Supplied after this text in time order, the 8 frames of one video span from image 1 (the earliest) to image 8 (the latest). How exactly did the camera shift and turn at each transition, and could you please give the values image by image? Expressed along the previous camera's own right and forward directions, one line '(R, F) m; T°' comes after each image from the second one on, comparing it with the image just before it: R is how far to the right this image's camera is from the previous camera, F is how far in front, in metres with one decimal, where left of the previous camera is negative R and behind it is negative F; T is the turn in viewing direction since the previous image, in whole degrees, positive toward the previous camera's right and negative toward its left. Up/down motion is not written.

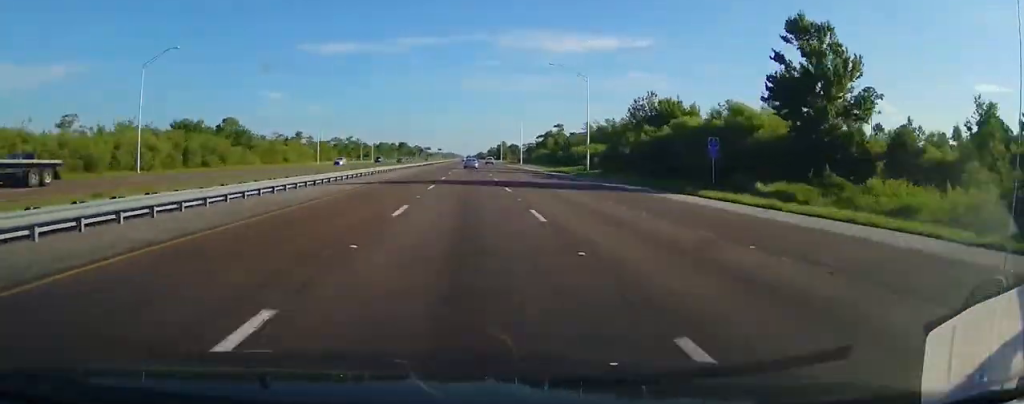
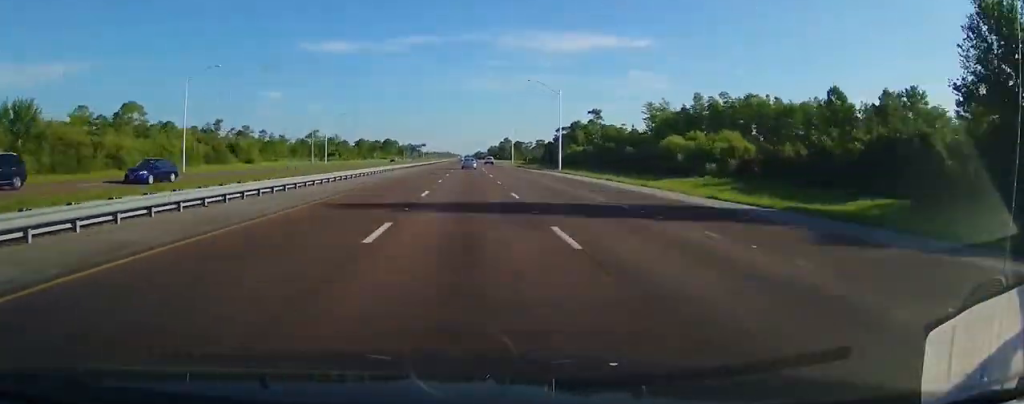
(0.0, +64.9) m; 0°
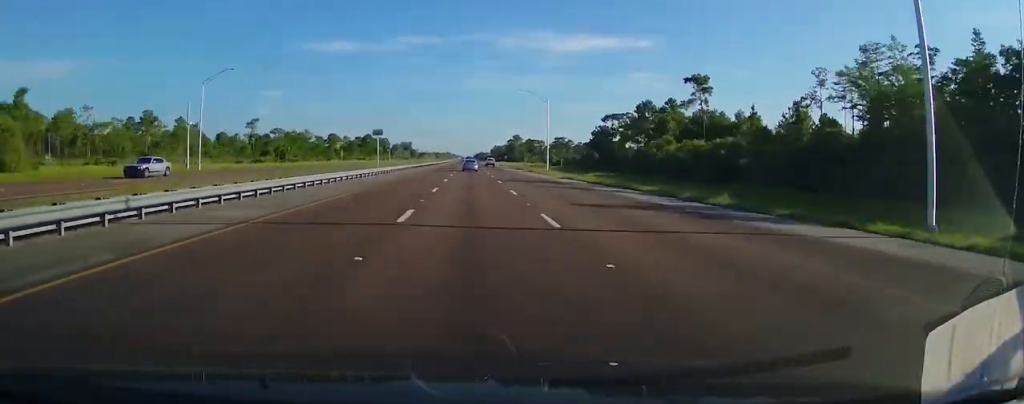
(-0.2, +69.6) m; 0°
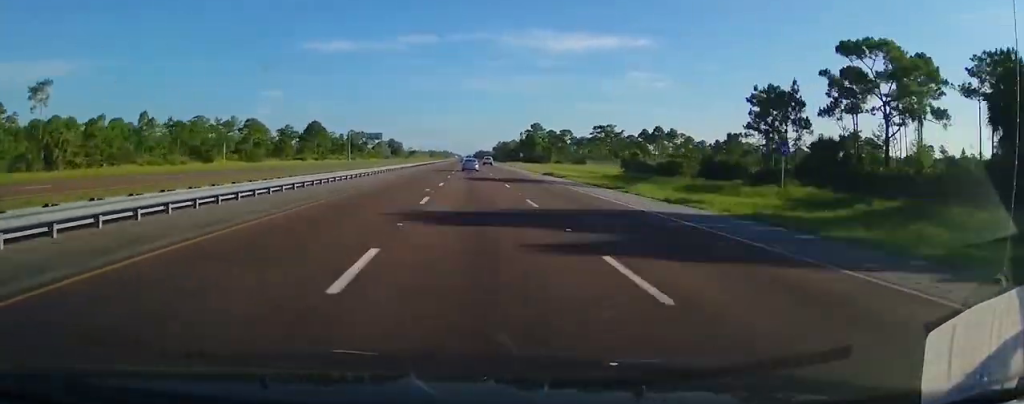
(+0.5, +92.6) m; 0°
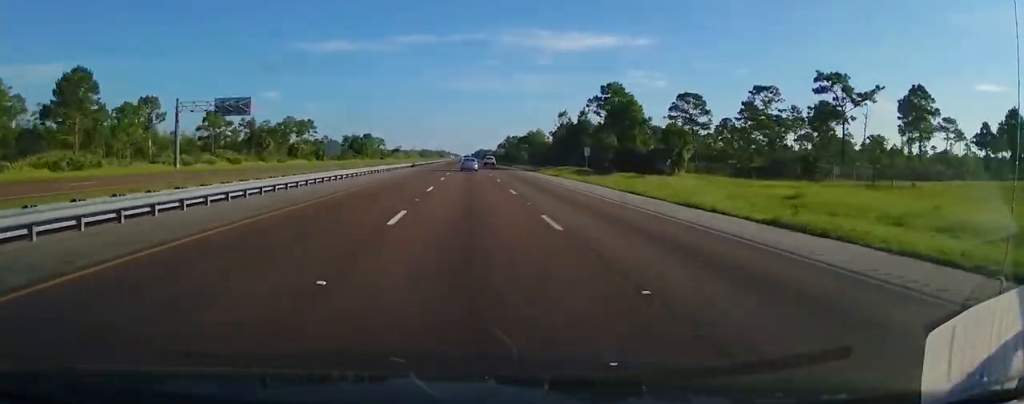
(+0.2, +116.2) m; 0°
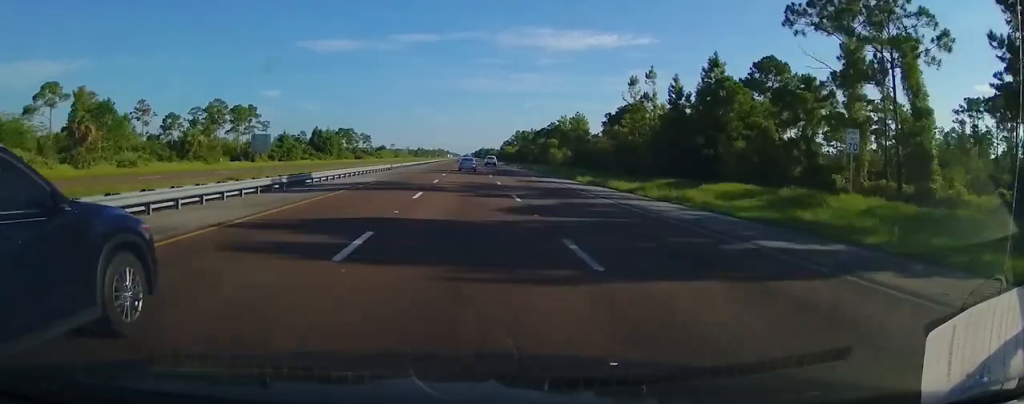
(0.0, +65.4) m; 0°
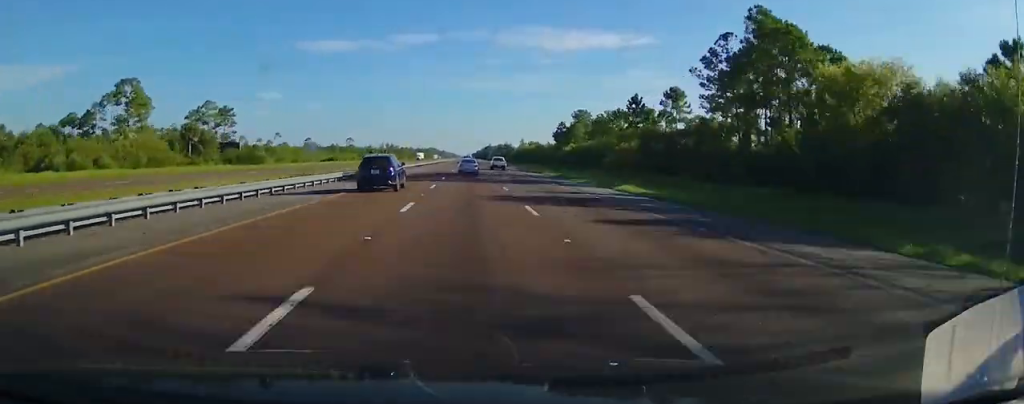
(-0.3, +233.4) m; 0°
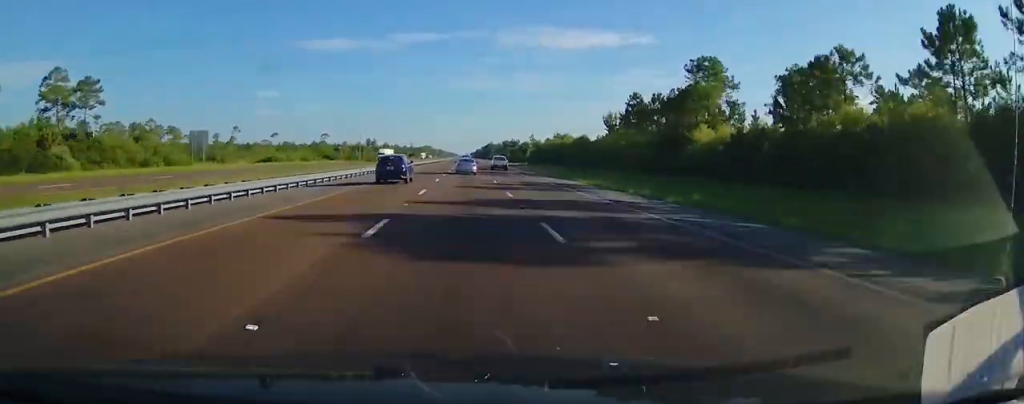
(+0.1, +65.2) m; 0°
